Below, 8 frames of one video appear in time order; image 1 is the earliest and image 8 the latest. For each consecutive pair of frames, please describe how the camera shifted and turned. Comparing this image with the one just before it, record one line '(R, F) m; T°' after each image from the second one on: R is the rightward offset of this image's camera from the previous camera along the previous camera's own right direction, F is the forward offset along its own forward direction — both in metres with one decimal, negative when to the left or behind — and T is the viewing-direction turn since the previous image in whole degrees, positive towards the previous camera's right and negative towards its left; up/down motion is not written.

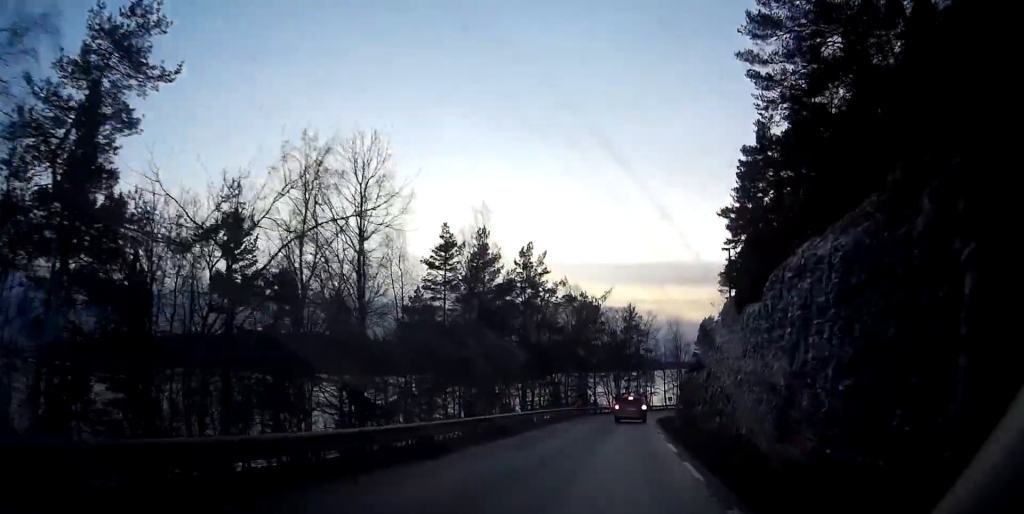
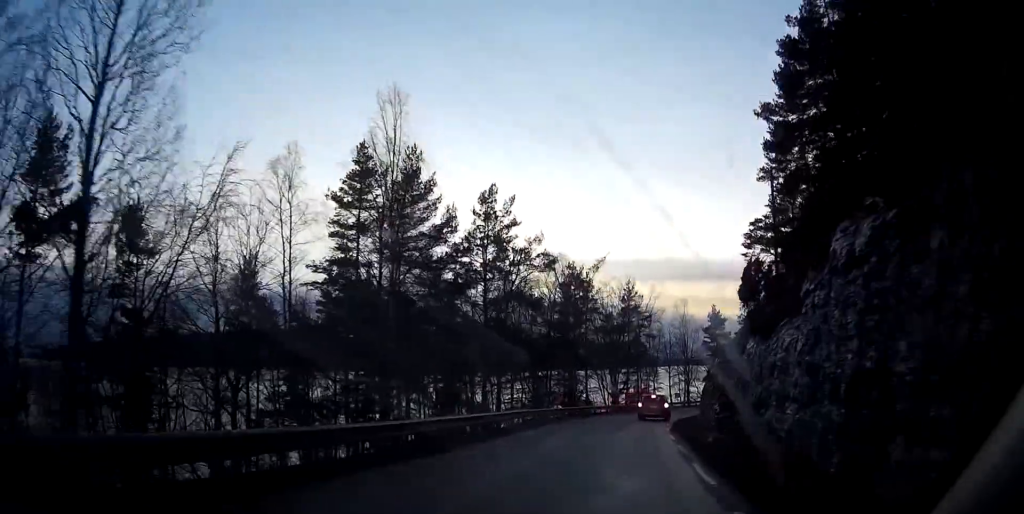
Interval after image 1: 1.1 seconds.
(0.0, +18.2) m; +1°
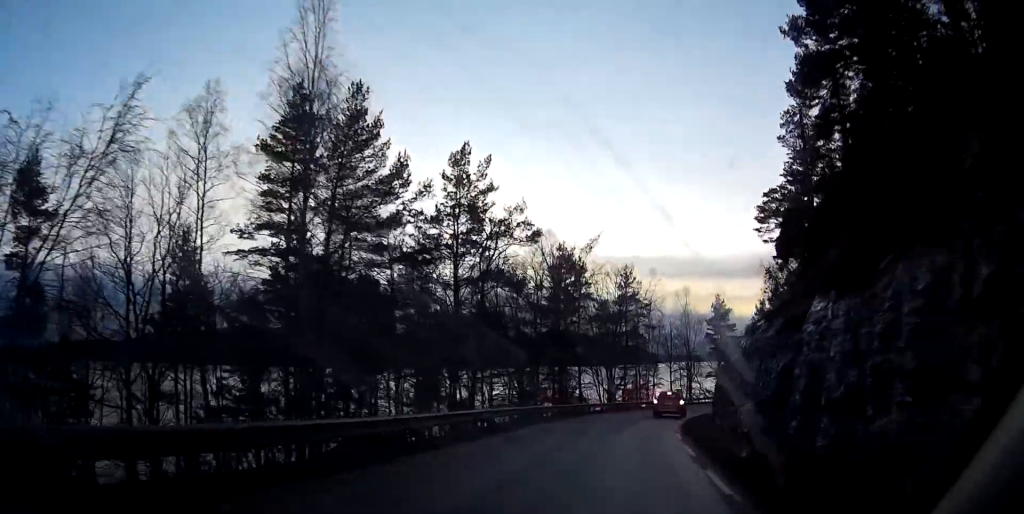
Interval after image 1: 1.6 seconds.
(+0.1, +8.0) m; +1°
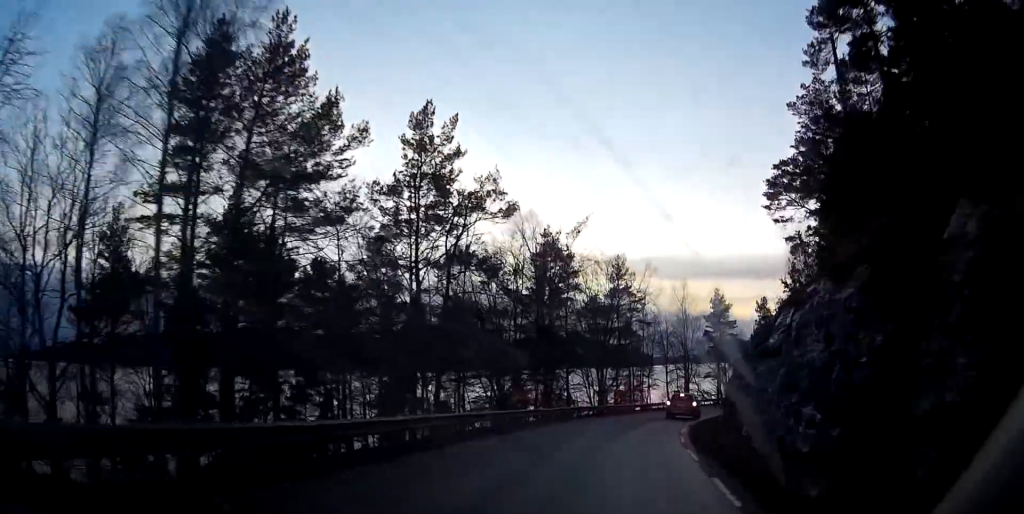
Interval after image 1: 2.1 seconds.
(0.0, +6.9) m; +1°
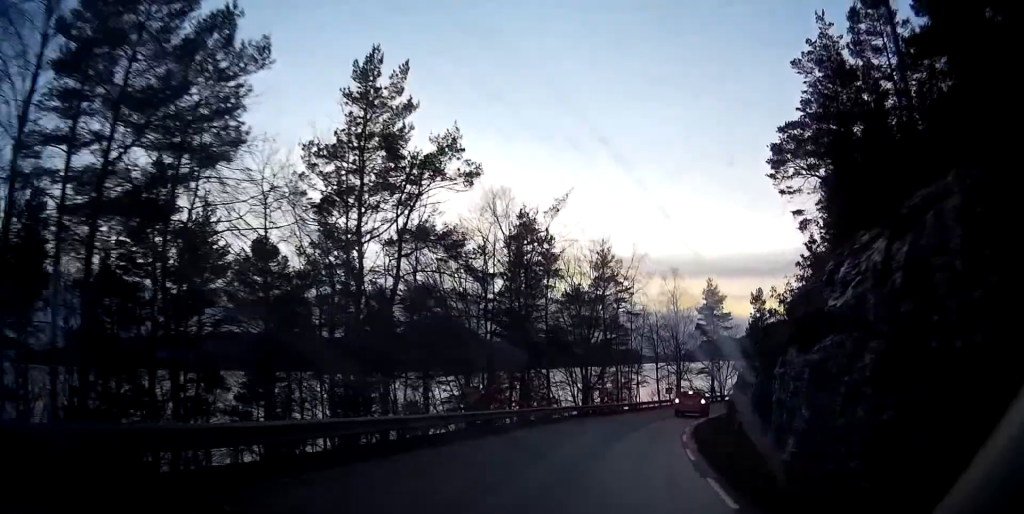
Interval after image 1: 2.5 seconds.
(+0.1, +6.4) m; 0°
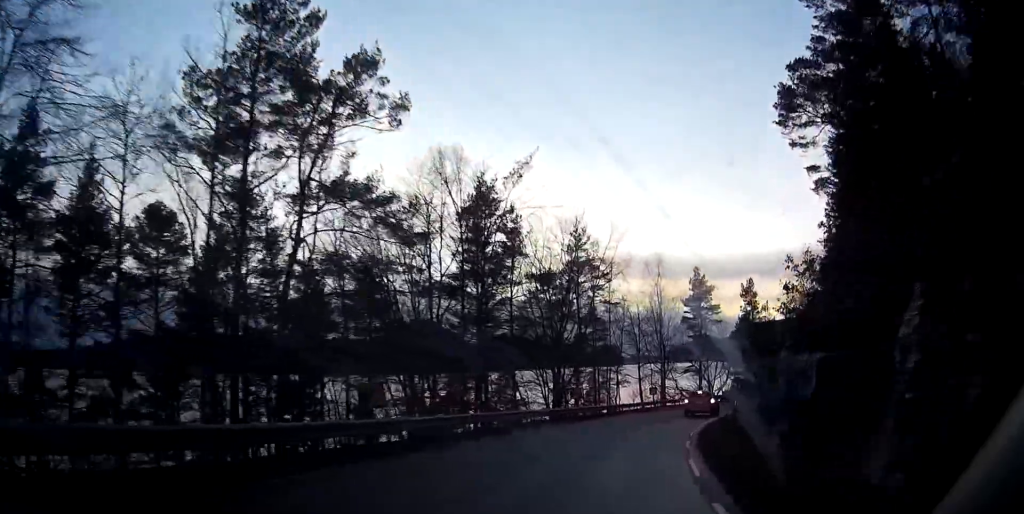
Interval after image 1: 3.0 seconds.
(+0.1, +8.6) m; 0°
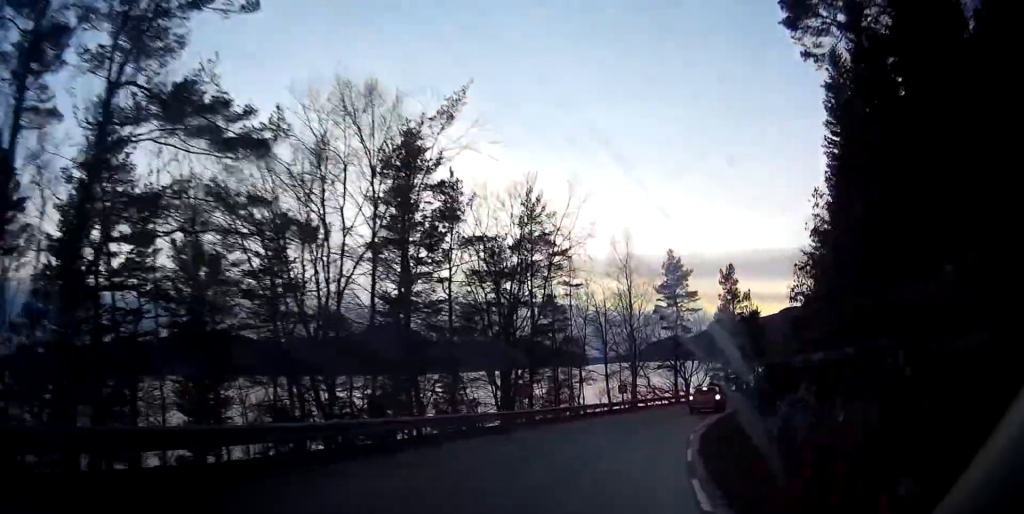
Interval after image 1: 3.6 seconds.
(-0.1, +9.8) m; 0°
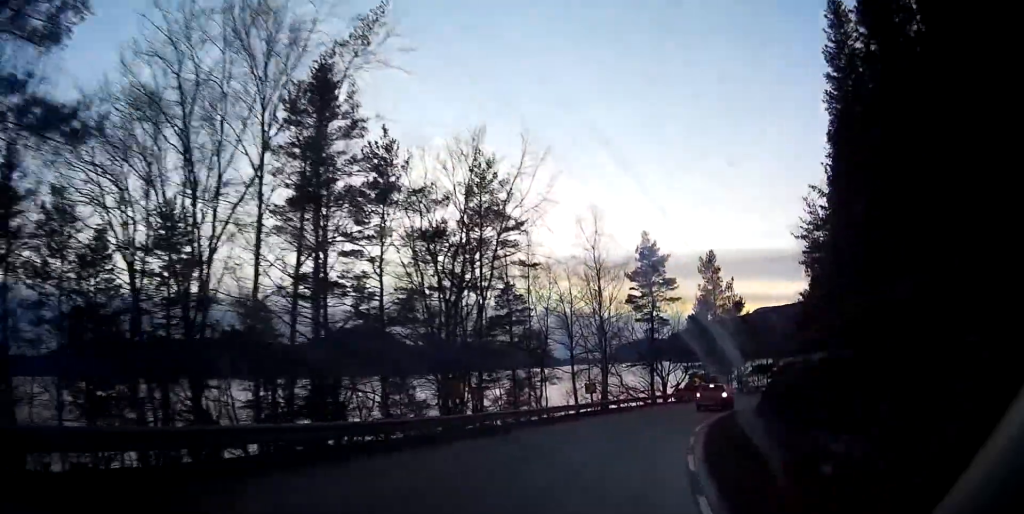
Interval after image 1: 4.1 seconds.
(0.0, +8.1) m; +1°
